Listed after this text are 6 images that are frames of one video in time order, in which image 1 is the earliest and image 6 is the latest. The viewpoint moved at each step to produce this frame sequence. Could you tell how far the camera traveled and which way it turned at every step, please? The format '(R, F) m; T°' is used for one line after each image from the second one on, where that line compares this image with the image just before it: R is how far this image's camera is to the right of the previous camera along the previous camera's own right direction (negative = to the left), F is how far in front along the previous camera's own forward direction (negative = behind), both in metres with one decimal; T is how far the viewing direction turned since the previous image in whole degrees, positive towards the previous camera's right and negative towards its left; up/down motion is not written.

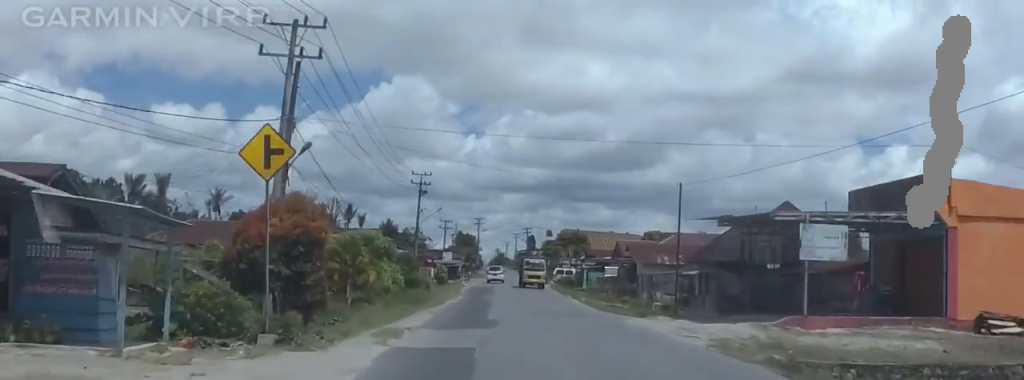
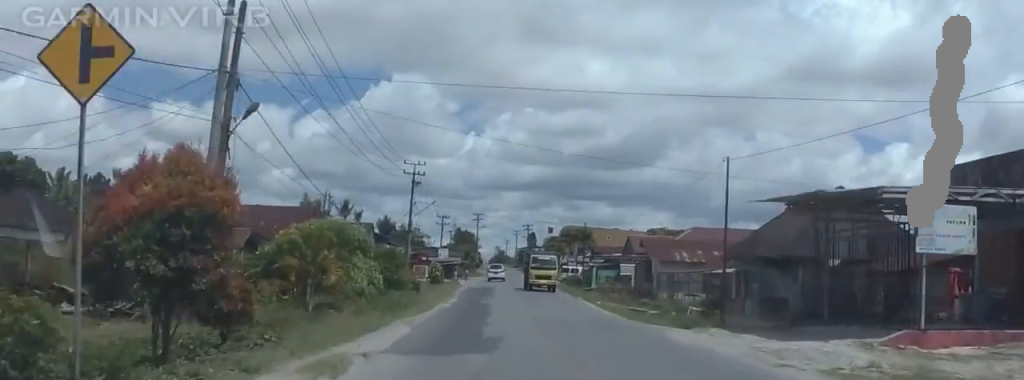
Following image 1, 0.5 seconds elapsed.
(+0.7, +7.3) m; -1°
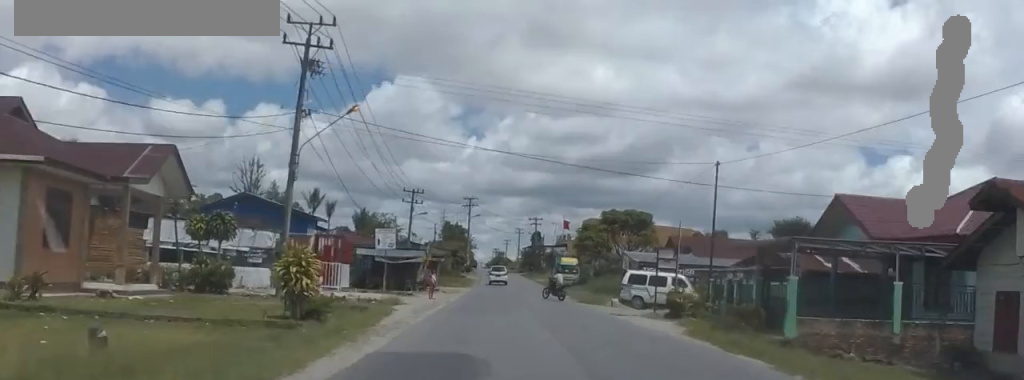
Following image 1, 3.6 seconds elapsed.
(-0.6, +47.9) m; +3°
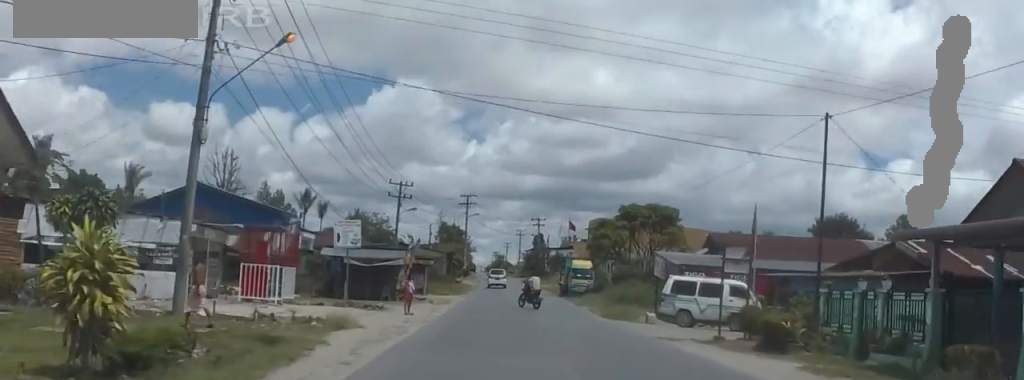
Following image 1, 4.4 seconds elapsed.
(+0.9, +11.5) m; 0°
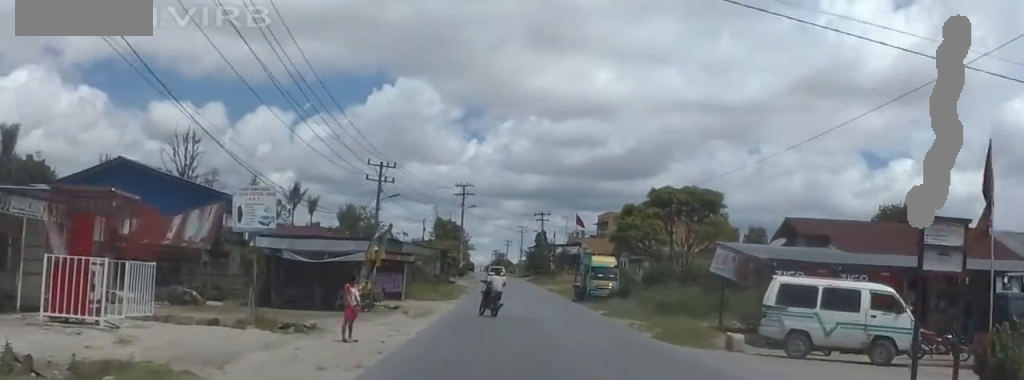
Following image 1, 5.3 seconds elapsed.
(-0.6, +13.3) m; -2°
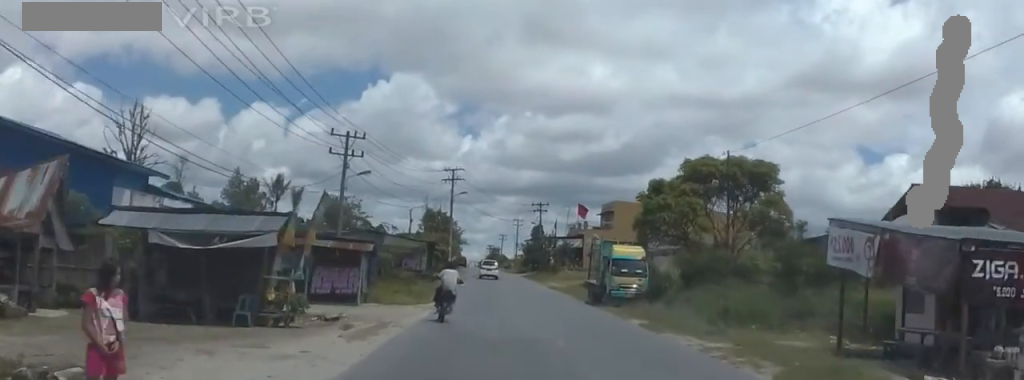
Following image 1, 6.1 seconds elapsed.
(-0.1, +12.3) m; -1°
